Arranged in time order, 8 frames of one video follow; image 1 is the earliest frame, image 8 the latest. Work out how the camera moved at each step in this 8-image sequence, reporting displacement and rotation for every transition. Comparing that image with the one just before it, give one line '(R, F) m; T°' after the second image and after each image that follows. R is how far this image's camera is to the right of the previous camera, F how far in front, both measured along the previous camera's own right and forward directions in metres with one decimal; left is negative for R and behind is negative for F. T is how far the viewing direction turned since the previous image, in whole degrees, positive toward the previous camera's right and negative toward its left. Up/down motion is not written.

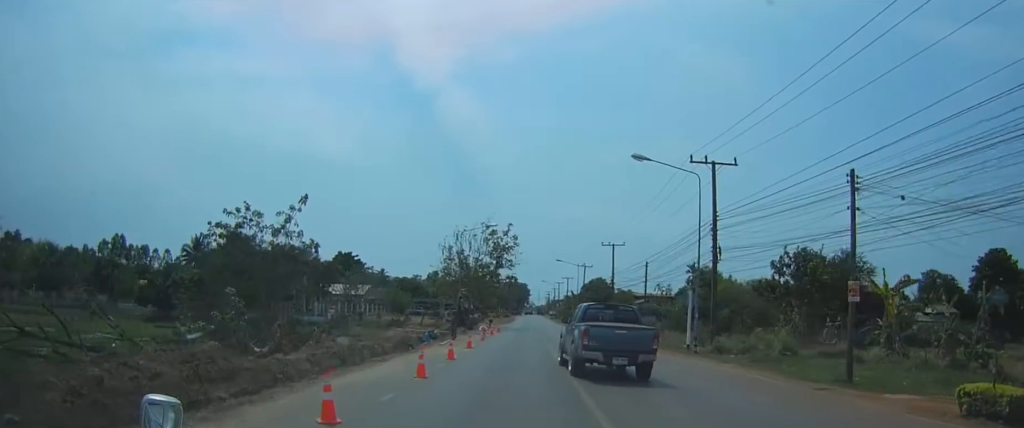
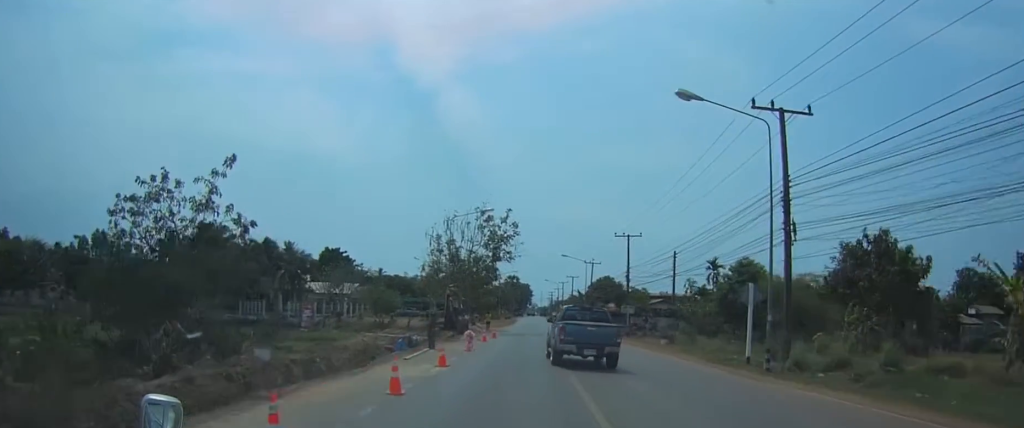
(0.0, +9.3) m; 0°
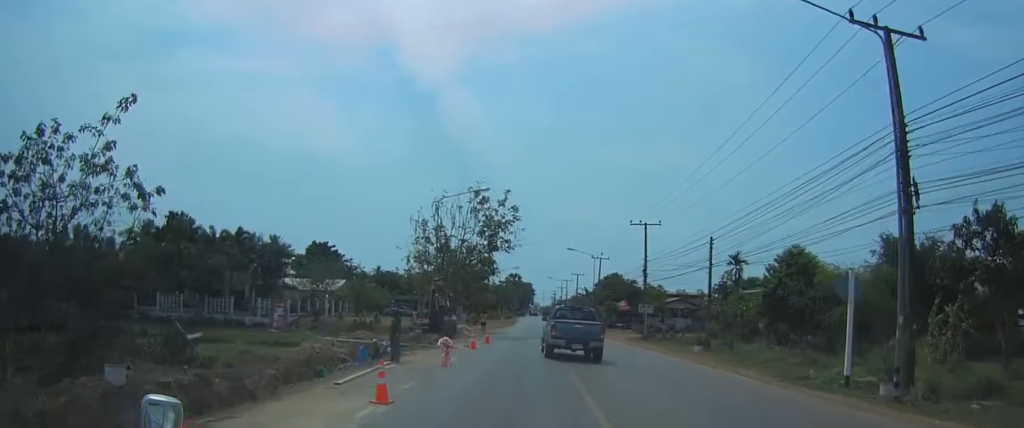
(-0.1, +8.2) m; 0°
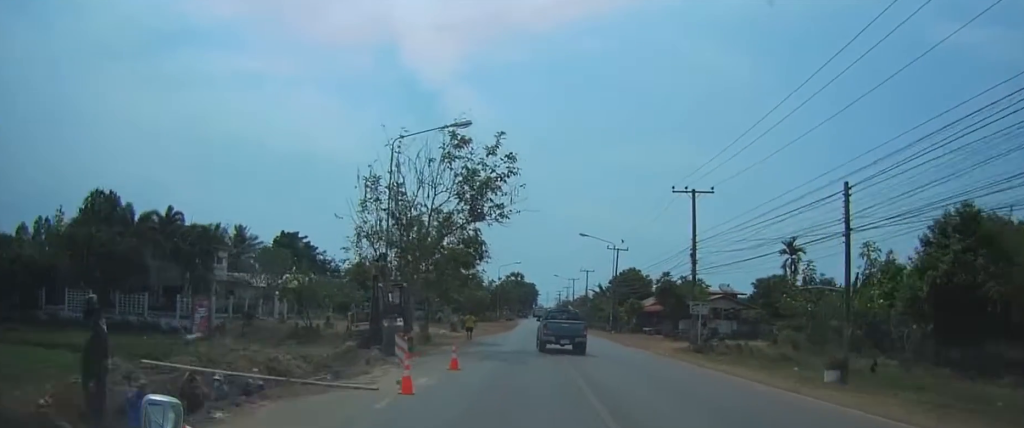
(+0.1, +15.8) m; -1°
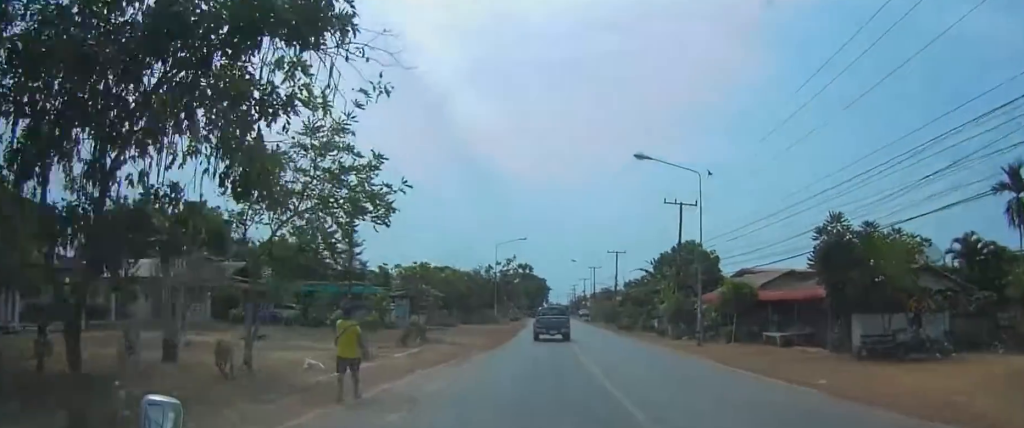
(-0.4, +34.8) m; -1°
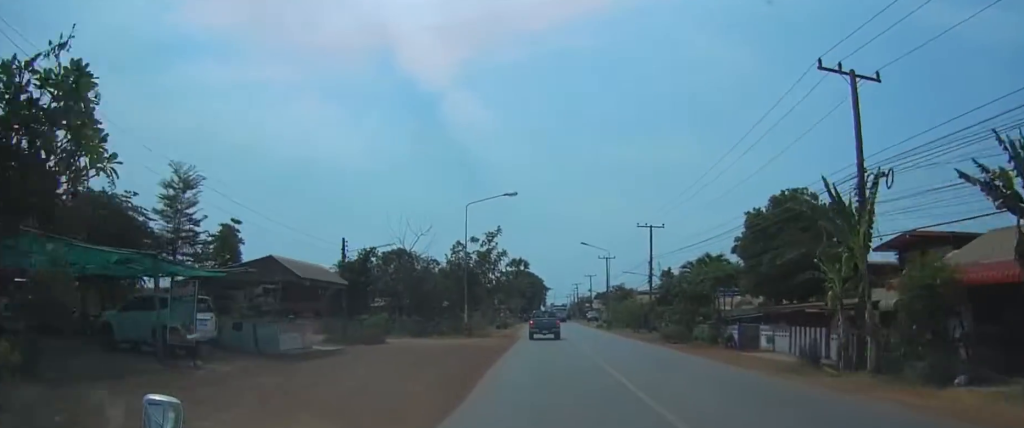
(0.0, +36.3) m; 0°
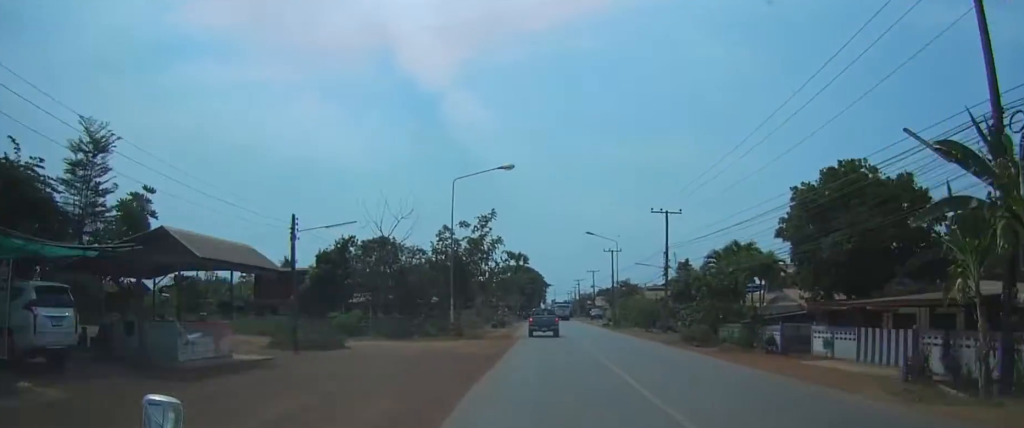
(0.0, +8.2) m; 0°
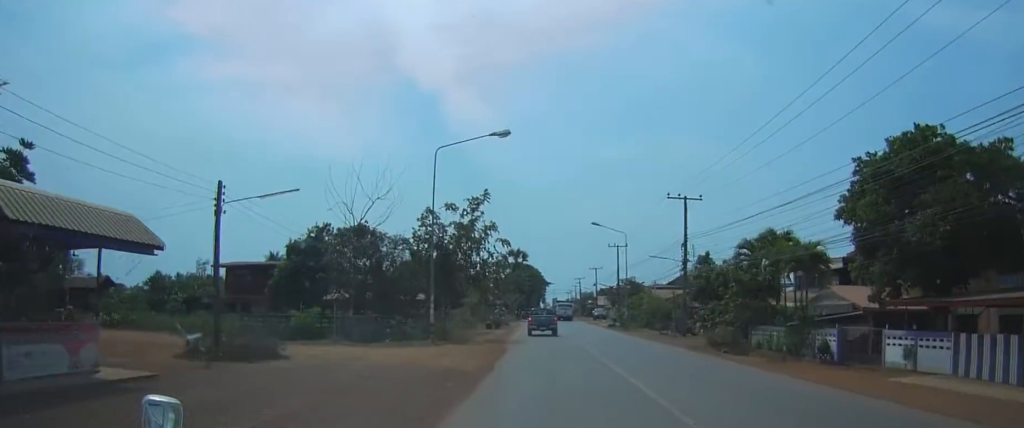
(0.0, +7.4) m; 0°
